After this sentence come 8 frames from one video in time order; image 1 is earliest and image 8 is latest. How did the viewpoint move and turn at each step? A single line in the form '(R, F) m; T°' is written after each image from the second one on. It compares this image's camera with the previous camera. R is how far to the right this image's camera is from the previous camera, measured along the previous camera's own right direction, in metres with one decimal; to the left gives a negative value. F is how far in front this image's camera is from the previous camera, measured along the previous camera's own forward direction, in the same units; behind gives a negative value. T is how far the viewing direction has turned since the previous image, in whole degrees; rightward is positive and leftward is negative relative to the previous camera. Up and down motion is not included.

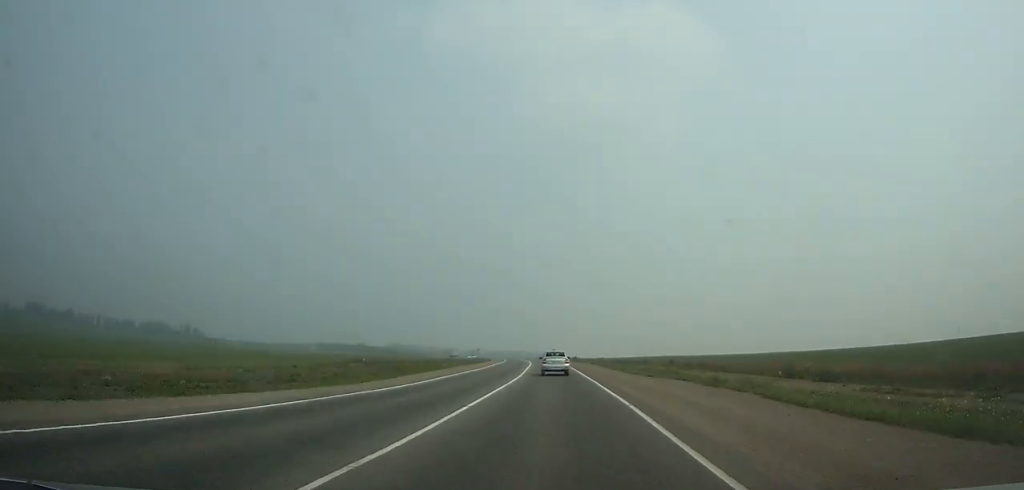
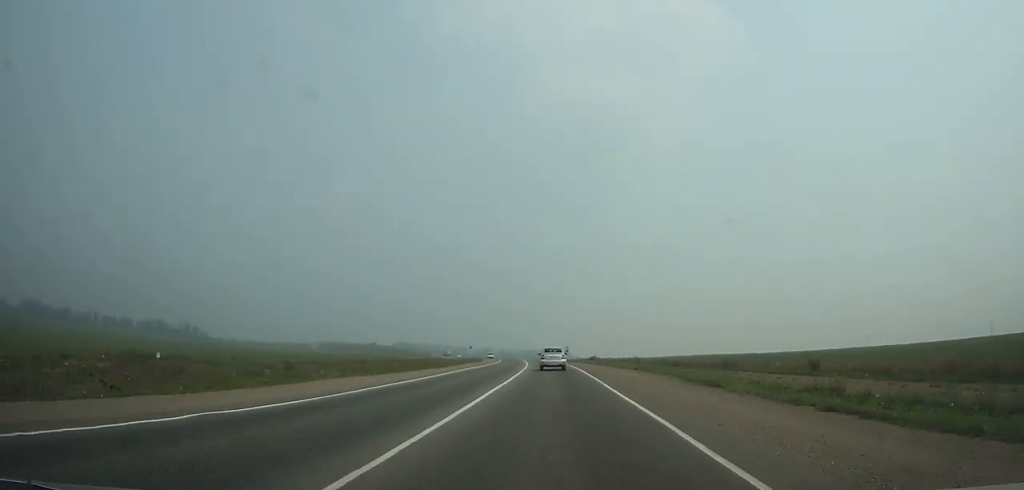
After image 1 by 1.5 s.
(-0.1, +32.4) m; -2°
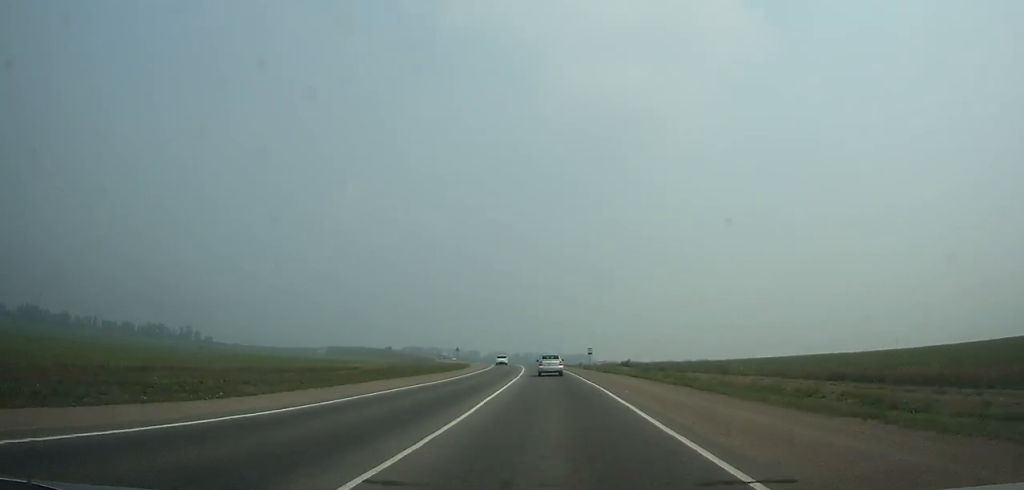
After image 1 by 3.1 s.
(-0.8, +35.3) m; -2°
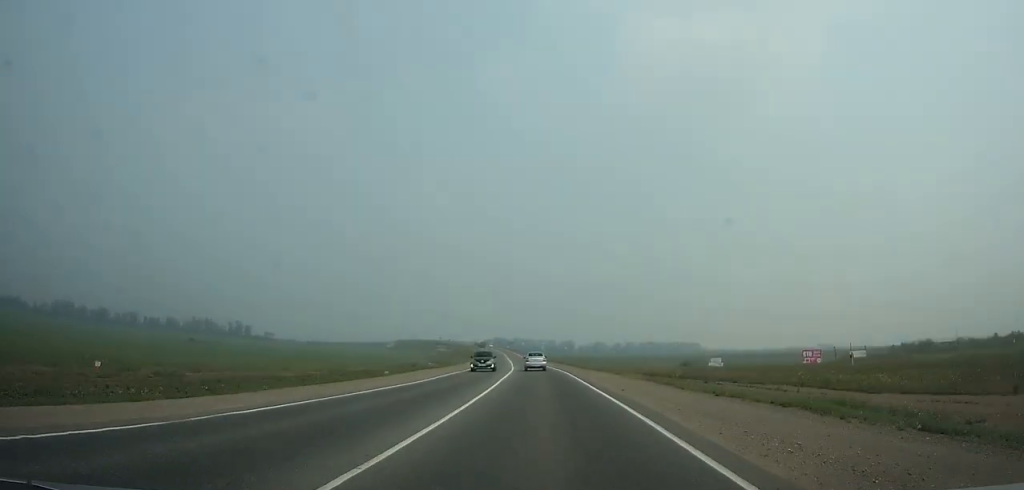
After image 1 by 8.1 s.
(-7.8, +114.7) m; -8°
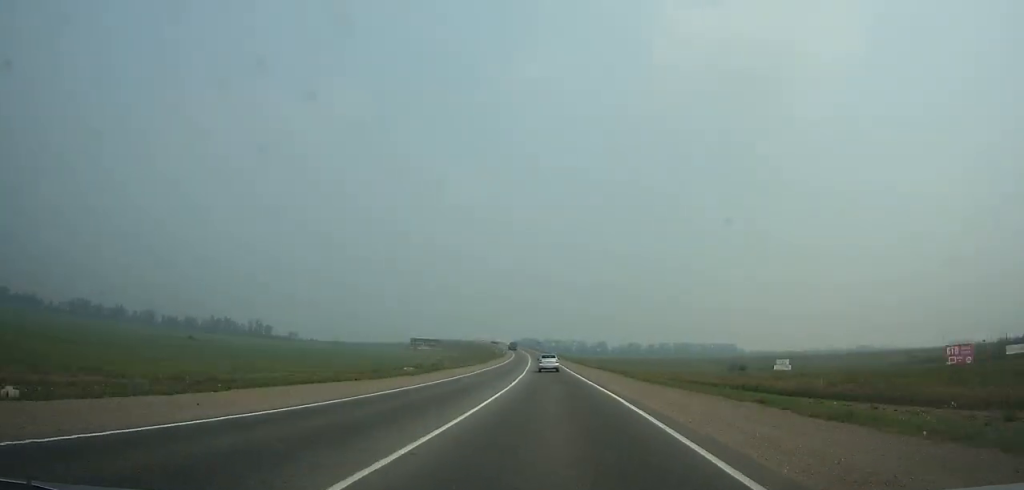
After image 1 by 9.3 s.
(-0.8, +30.3) m; -2°
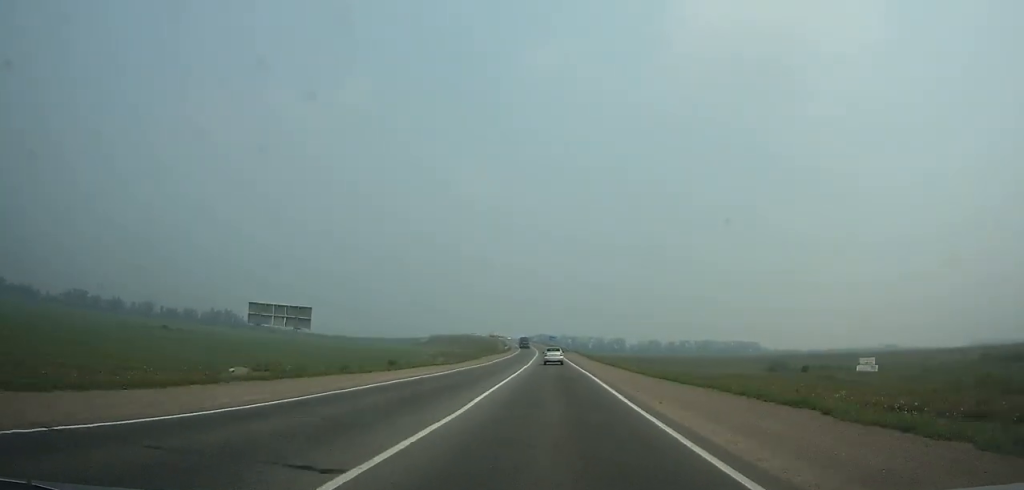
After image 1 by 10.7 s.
(-0.4, +35.6) m; -2°
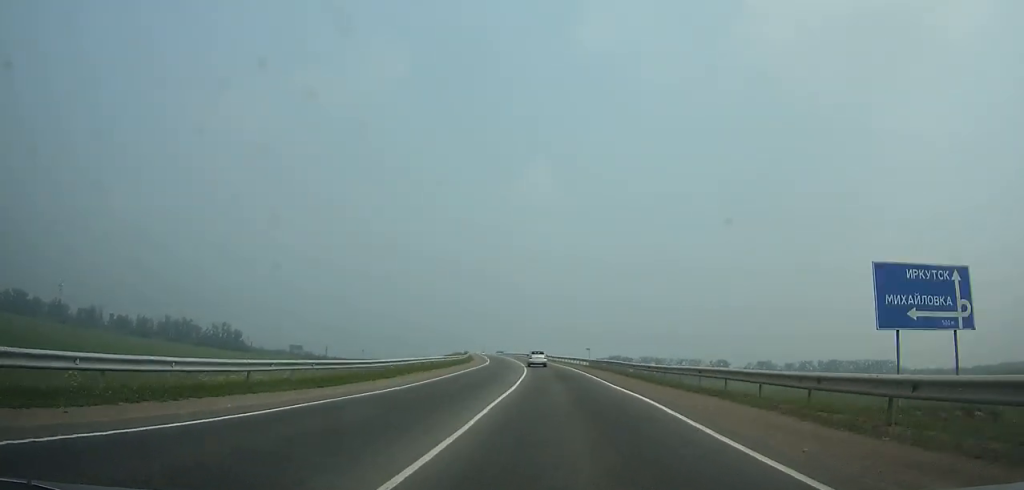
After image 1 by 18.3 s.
(-14.0, +197.3) m; -9°
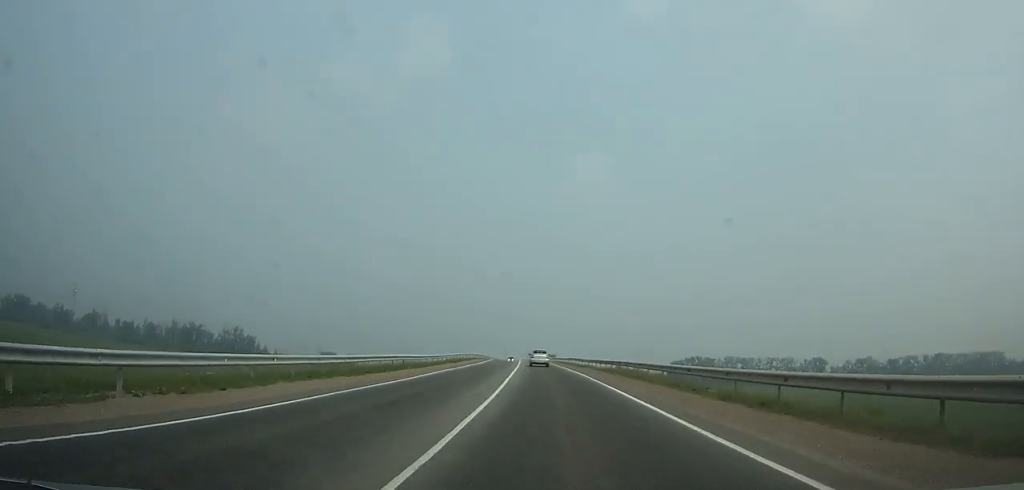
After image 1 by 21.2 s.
(-3.2, +74.6) m; -4°
